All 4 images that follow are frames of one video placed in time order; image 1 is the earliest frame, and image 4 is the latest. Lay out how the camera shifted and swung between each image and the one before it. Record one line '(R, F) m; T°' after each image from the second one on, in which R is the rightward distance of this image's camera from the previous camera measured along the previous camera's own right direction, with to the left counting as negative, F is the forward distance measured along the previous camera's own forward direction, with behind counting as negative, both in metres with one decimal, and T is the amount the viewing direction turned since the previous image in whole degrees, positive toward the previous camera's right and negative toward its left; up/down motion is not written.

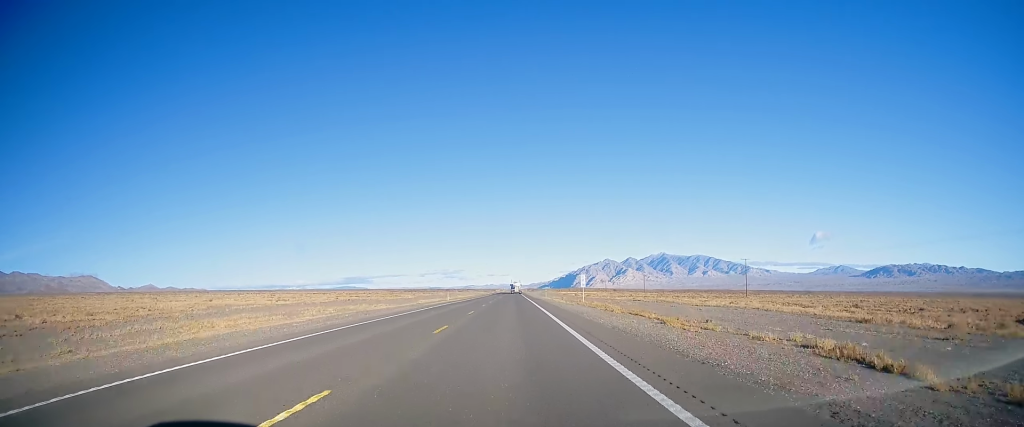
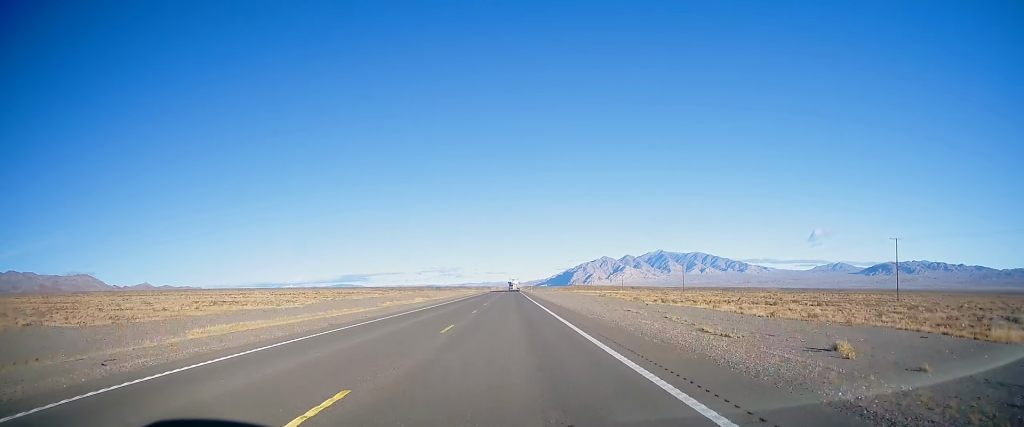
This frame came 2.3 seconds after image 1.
(+0.2, +72.1) m; 0°
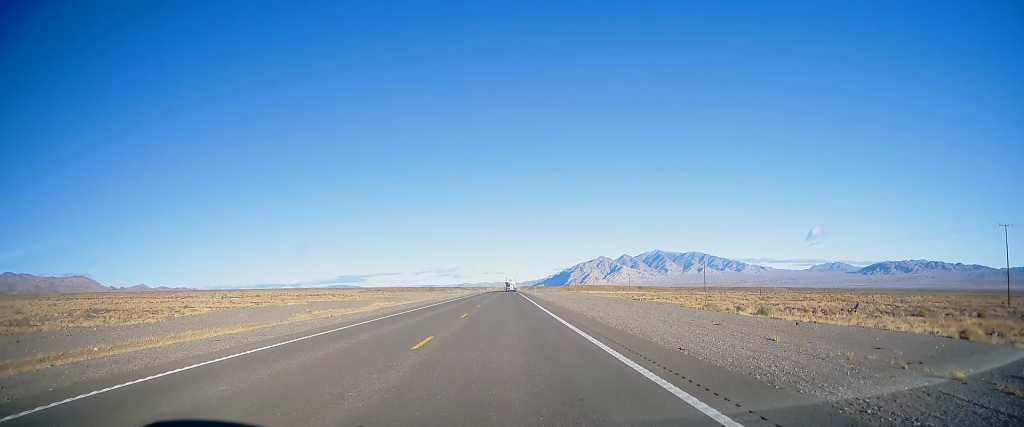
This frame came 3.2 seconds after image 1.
(-0.5, +28.7) m; 0°
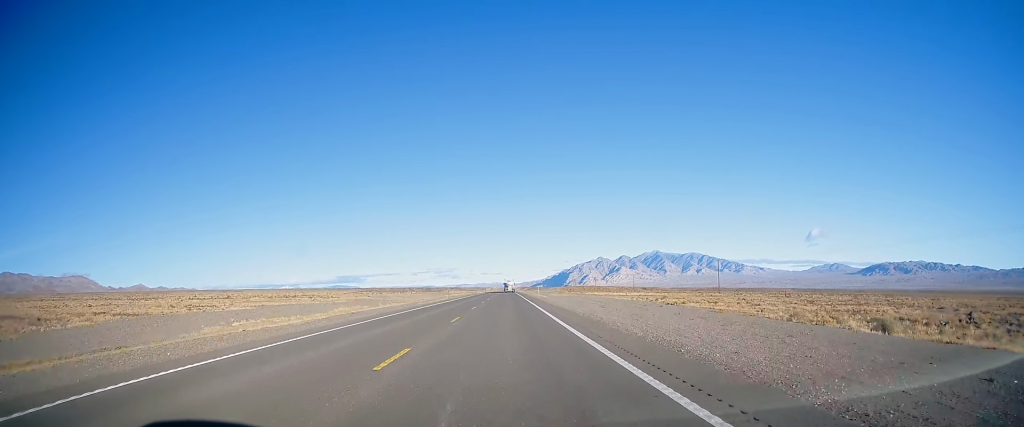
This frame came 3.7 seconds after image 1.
(0.0, +15.0) m; 0°
